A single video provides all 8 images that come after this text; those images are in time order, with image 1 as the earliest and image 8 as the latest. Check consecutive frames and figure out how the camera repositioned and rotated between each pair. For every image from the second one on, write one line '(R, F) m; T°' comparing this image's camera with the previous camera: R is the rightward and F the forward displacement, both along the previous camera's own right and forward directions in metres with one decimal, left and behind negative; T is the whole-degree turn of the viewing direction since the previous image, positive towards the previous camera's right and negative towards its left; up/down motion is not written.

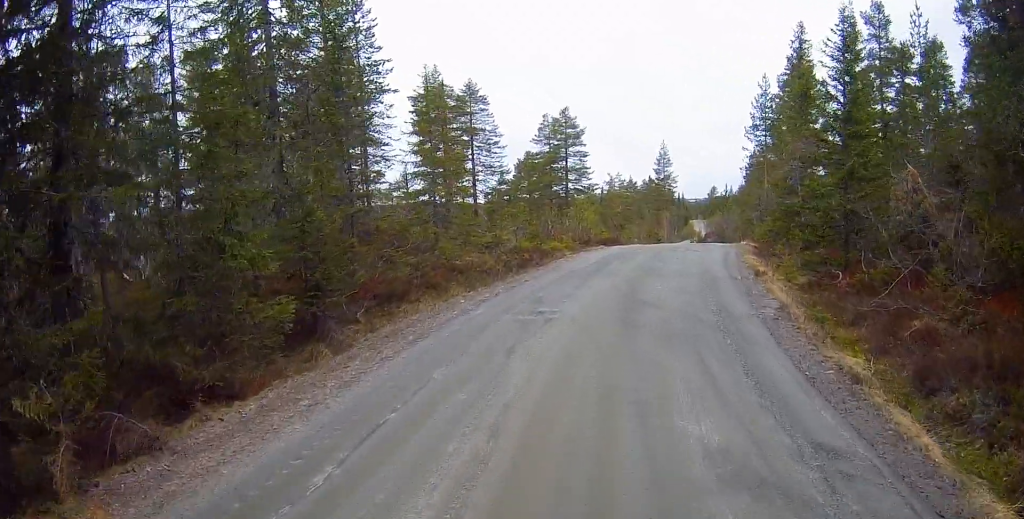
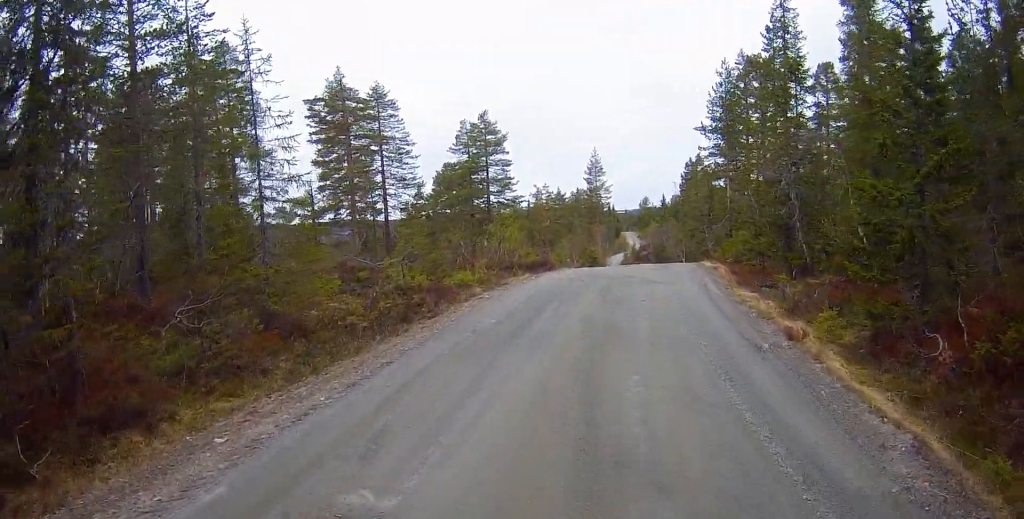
(-0.1, +7.0) m; +2°
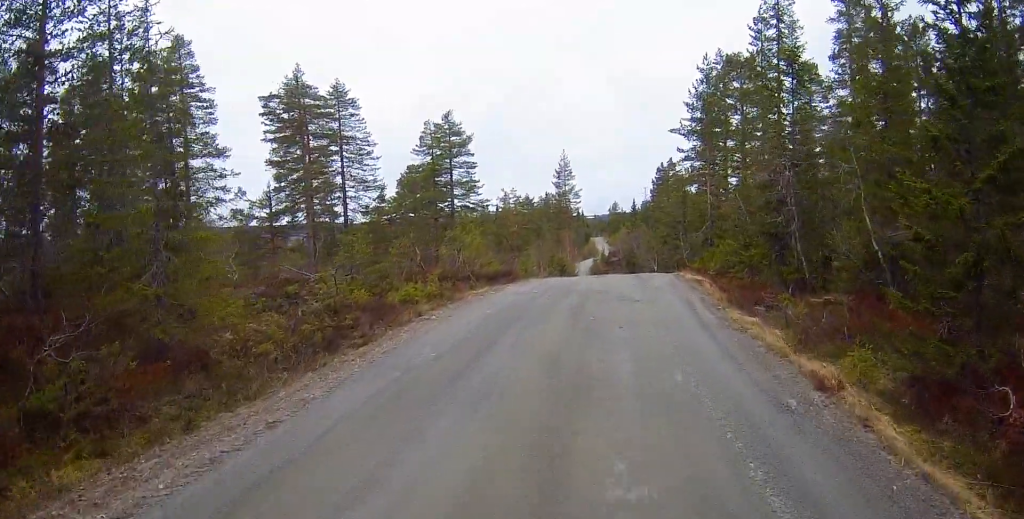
(0.0, +2.5) m; +2°
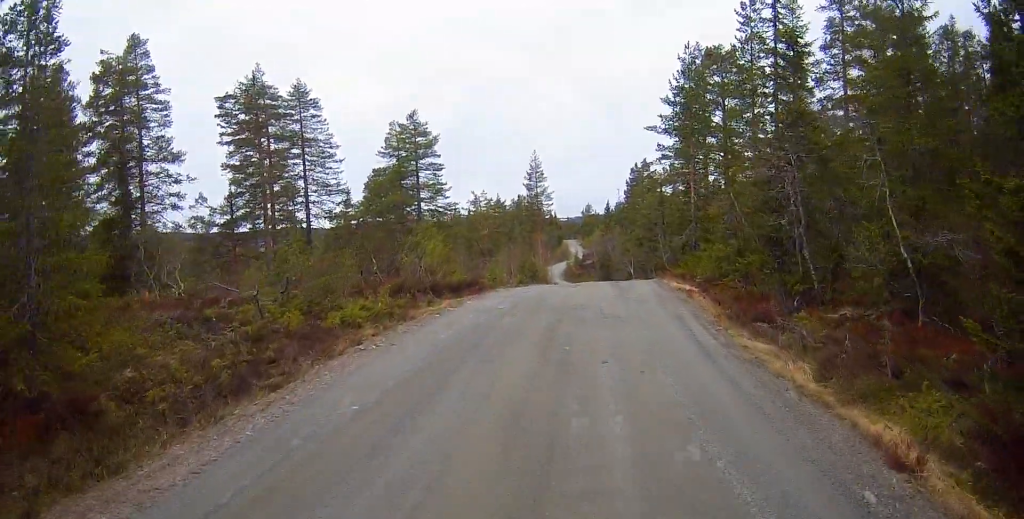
(+0.1, +2.5) m; +2°
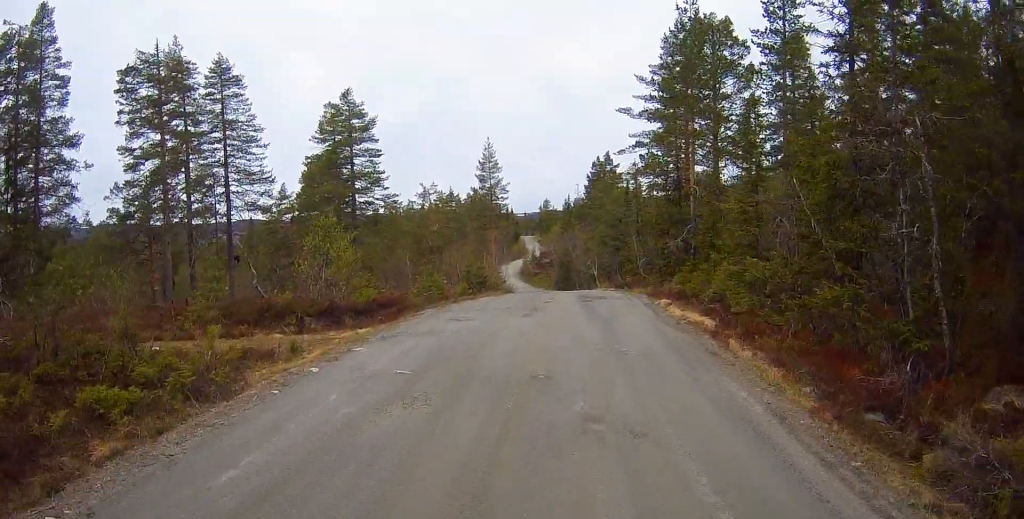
(+0.4, +7.1) m; +3°
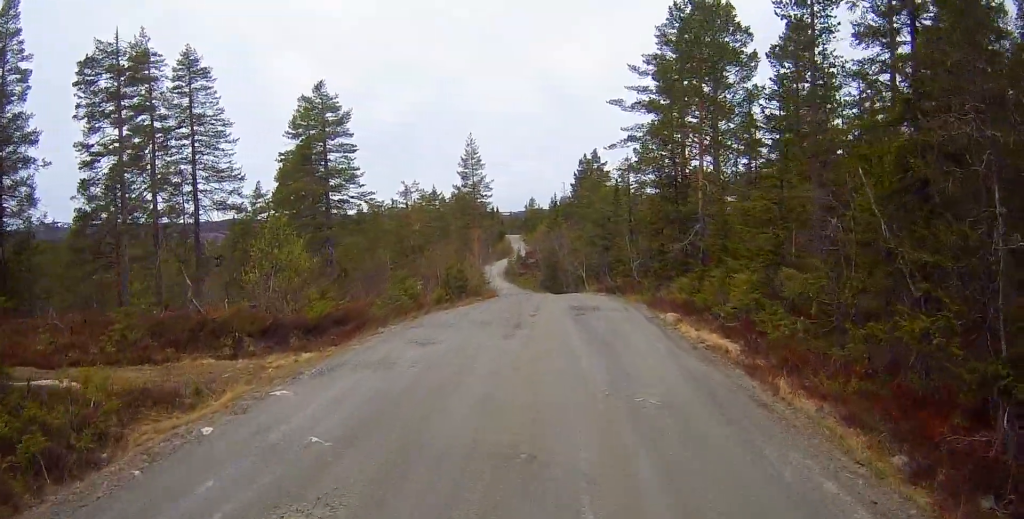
(+0.2, +2.8) m; -1°
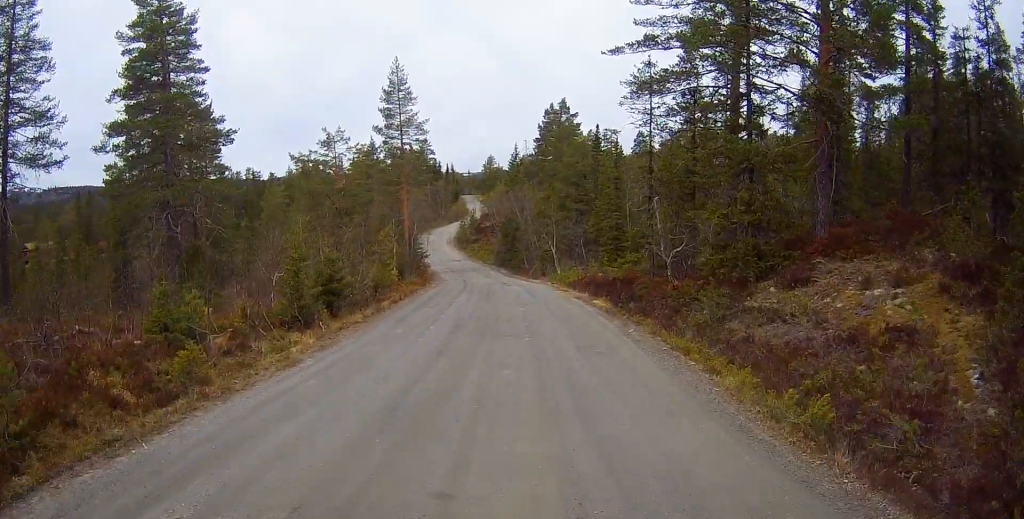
(0.0, +16.8) m; 0°
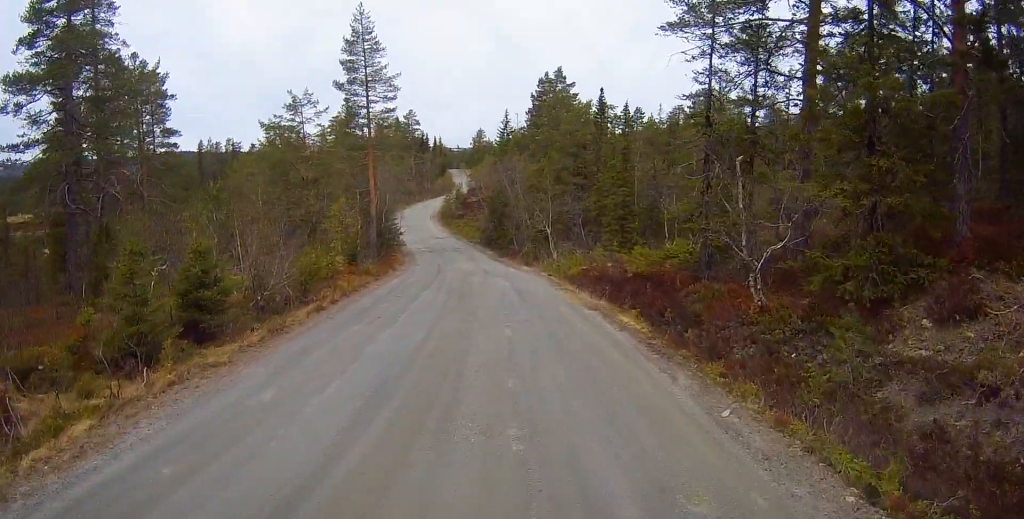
(+0.1, +7.3) m; +5°
